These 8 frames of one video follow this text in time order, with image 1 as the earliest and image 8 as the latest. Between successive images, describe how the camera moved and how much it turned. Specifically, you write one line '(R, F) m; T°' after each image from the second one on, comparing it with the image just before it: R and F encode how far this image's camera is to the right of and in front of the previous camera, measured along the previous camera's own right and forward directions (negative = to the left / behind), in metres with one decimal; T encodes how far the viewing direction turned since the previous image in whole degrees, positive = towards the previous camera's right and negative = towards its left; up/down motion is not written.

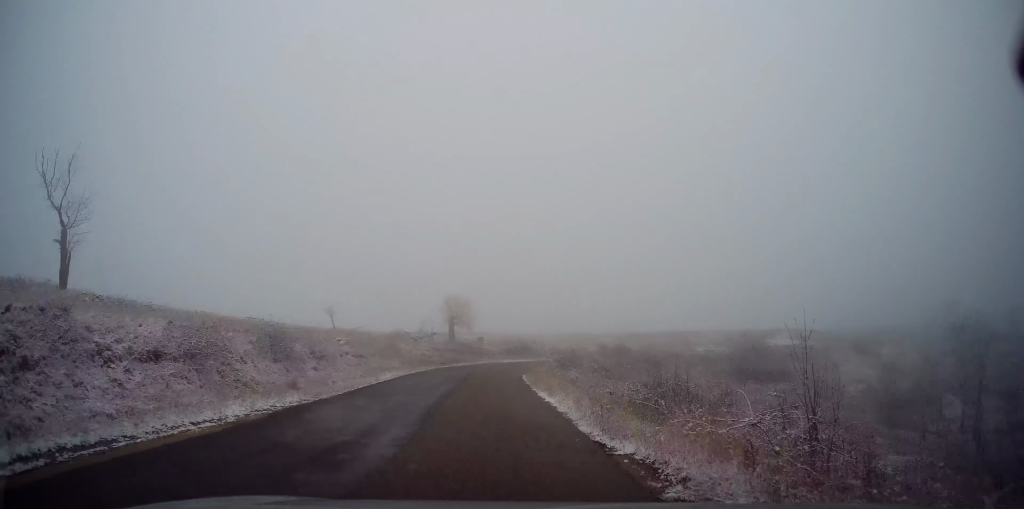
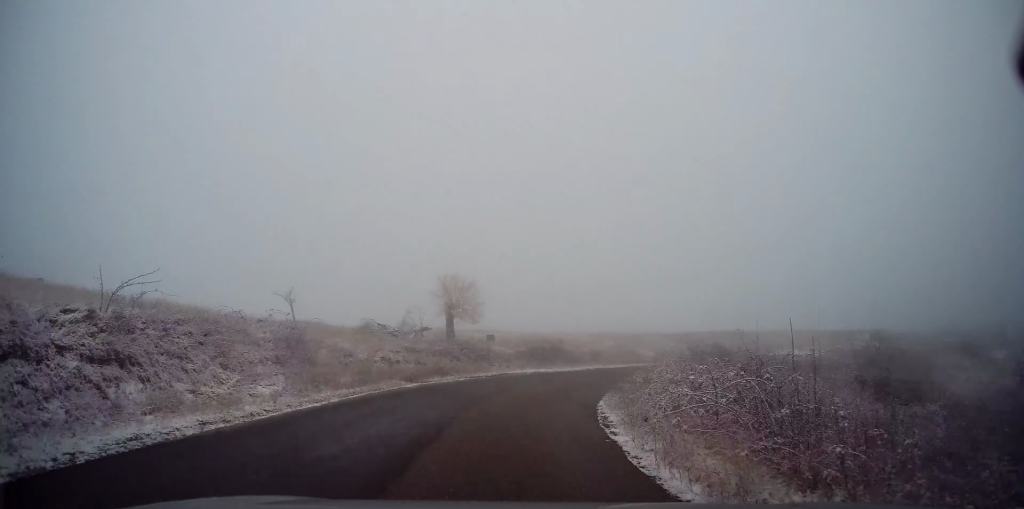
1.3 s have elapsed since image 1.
(+0.1, +17.9) m; +2°
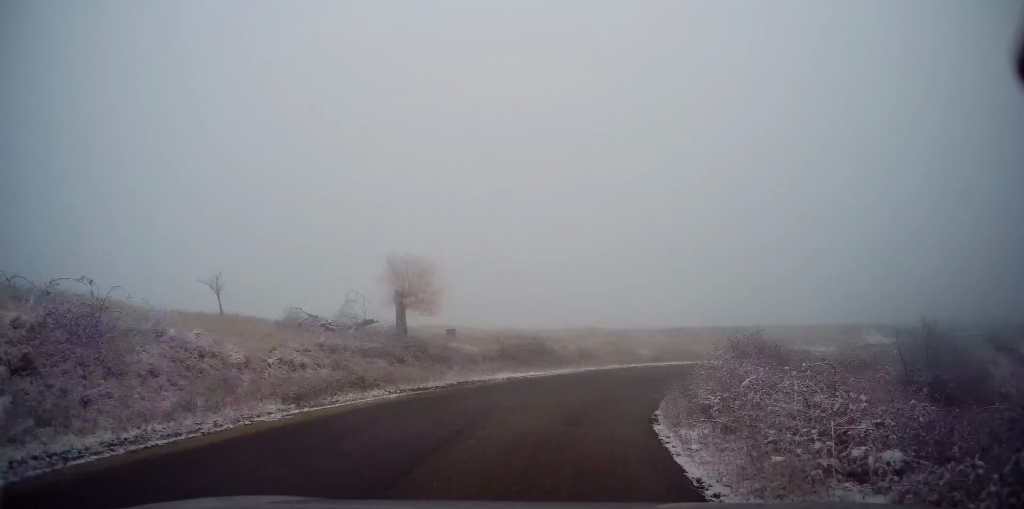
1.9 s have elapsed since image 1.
(-0.2, +8.1) m; +2°
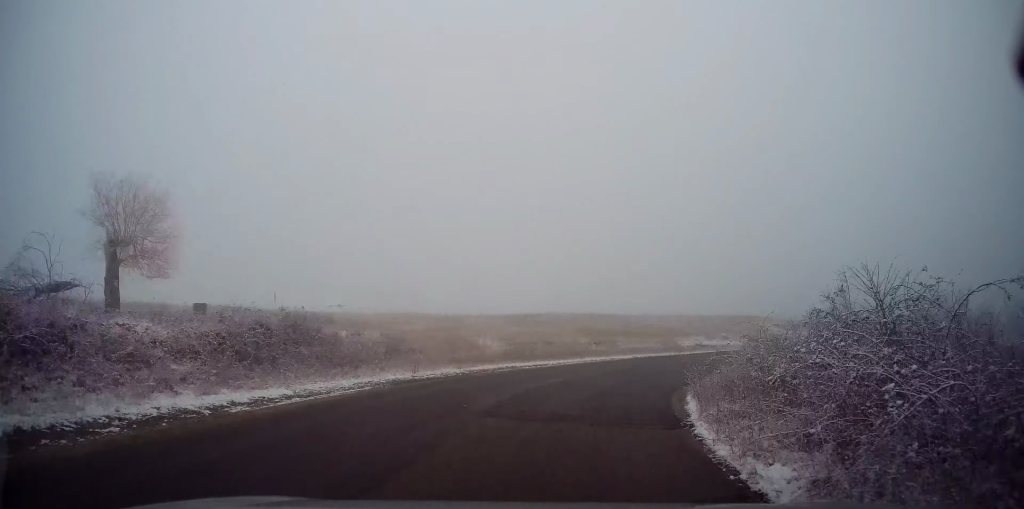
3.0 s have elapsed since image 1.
(+1.3, +14.3) m; +14°
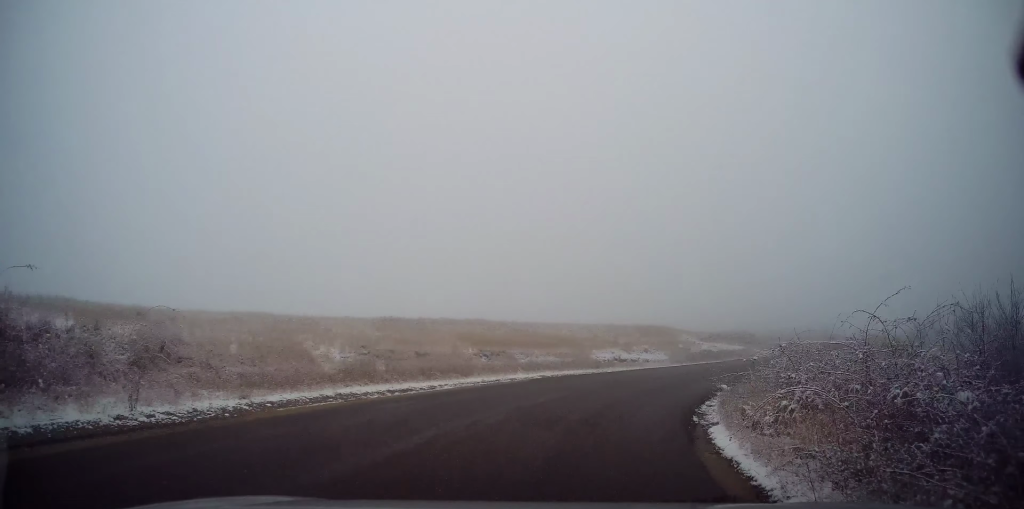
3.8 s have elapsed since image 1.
(+0.9, +8.8) m; +14°
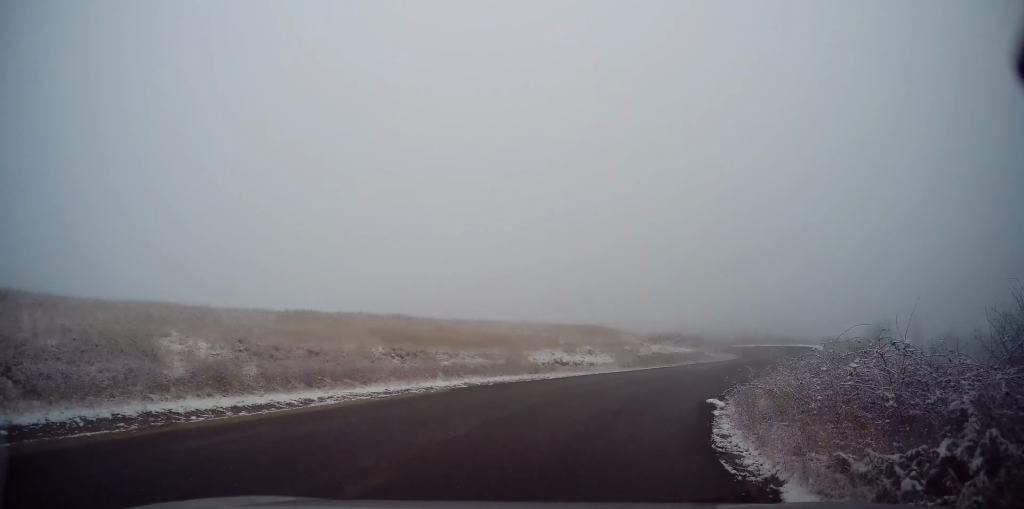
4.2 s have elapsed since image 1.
(+0.5, +4.6) m; +8°
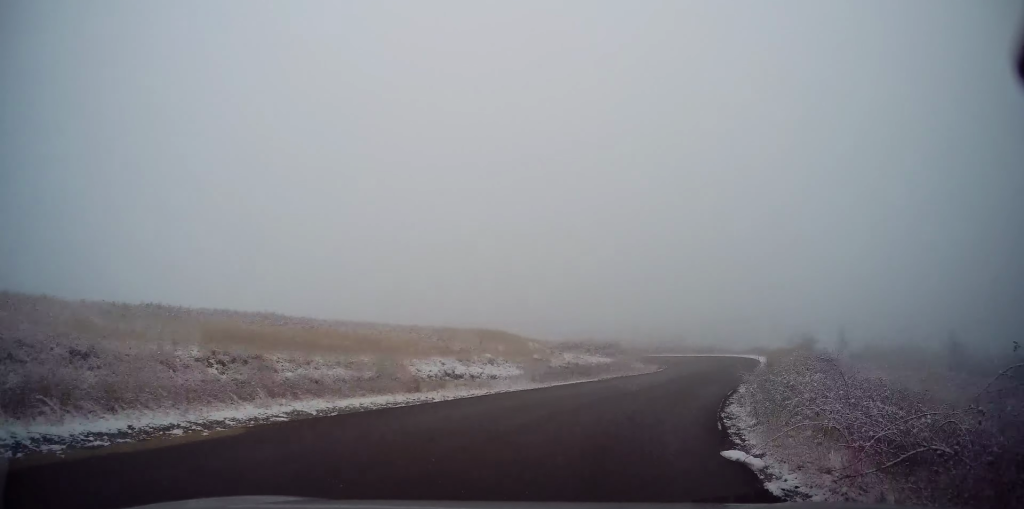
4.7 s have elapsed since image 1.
(+0.6, +6.2) m; +11°
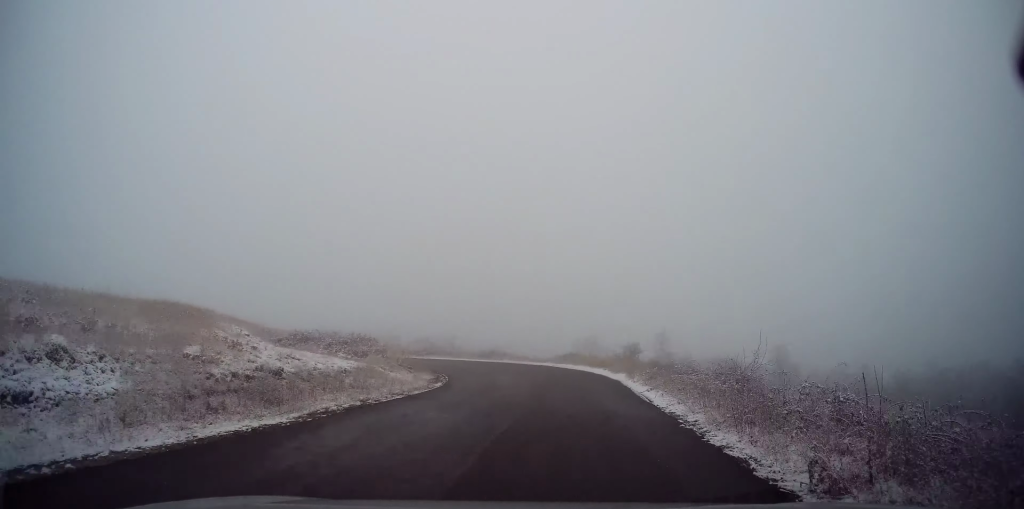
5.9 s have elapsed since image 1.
(+2.4, +13.5) m; +21°
